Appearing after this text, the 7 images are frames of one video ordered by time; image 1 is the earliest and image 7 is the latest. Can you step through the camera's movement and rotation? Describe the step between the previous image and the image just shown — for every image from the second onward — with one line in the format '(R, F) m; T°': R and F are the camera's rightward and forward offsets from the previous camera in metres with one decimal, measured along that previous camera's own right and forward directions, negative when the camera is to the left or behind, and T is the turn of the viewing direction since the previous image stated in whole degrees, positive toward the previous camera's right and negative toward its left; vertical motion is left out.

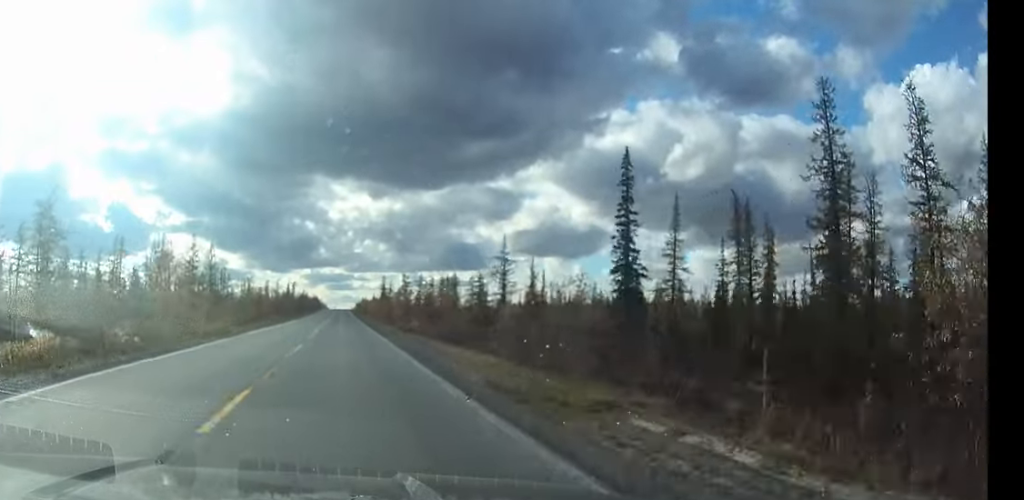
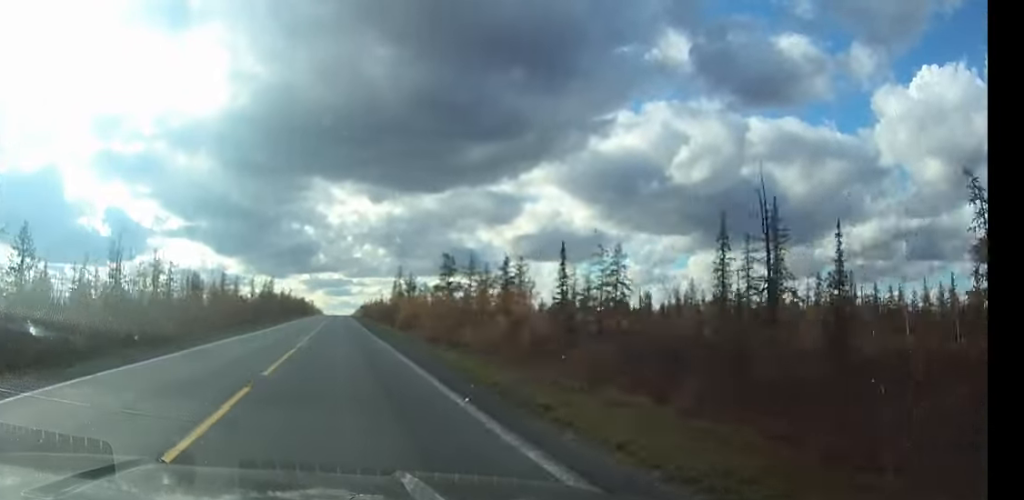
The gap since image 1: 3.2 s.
(+0.1, +77.5) m; 0°
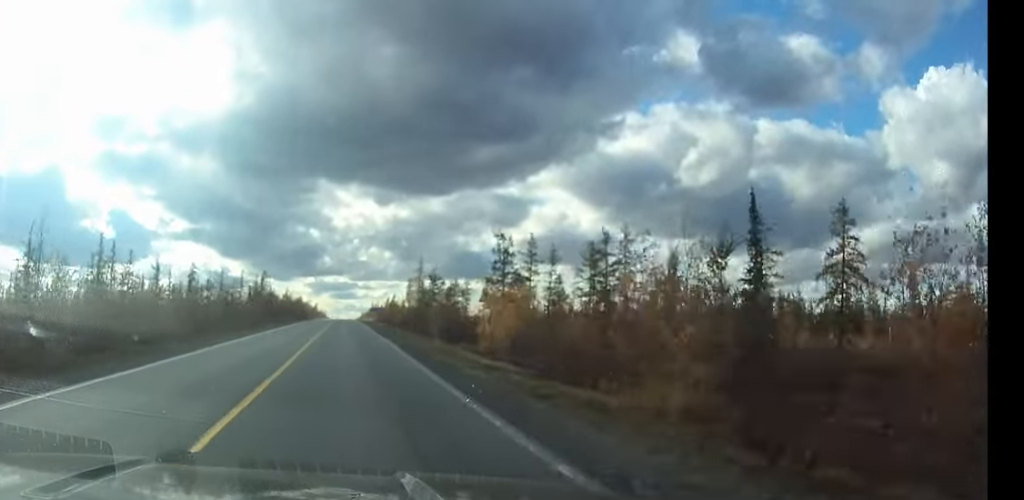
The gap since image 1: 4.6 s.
(-0.1, +34.4) m; 0°
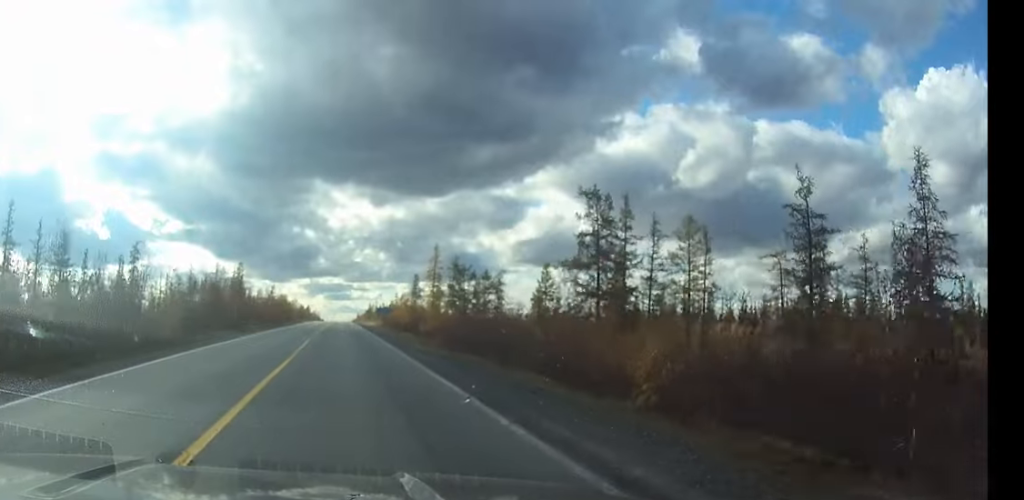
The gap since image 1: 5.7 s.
(0.0, +30.2) m; 0°
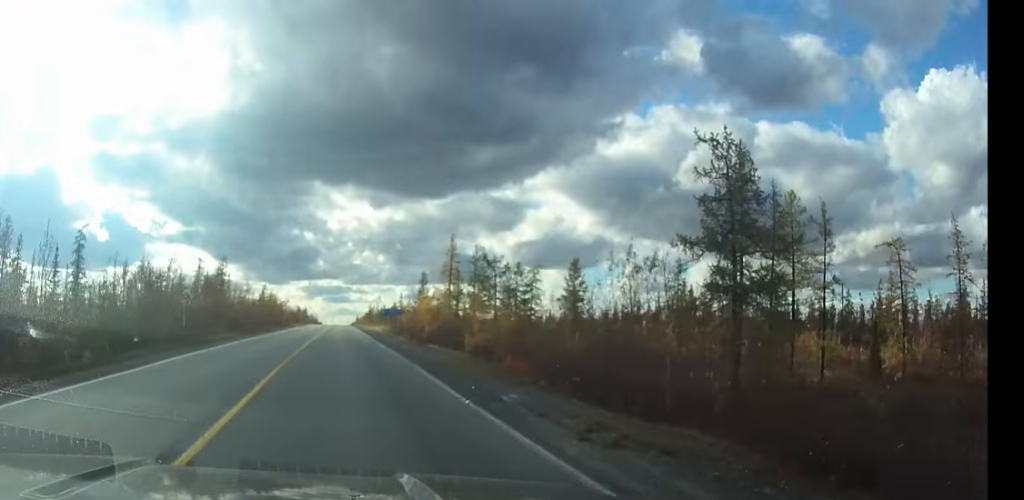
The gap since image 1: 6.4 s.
(0.0, +17.9) m; 0°
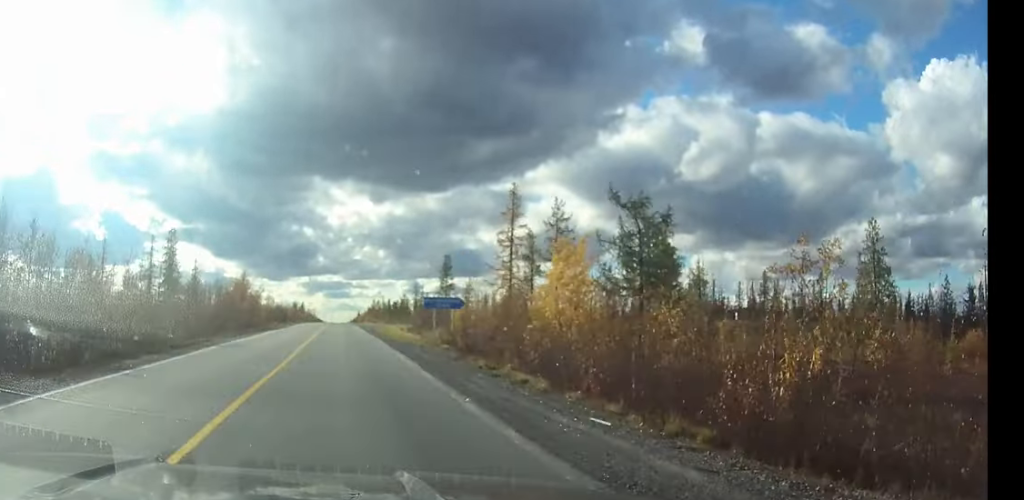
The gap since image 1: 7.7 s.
(0.0, +34.0) m; 0°
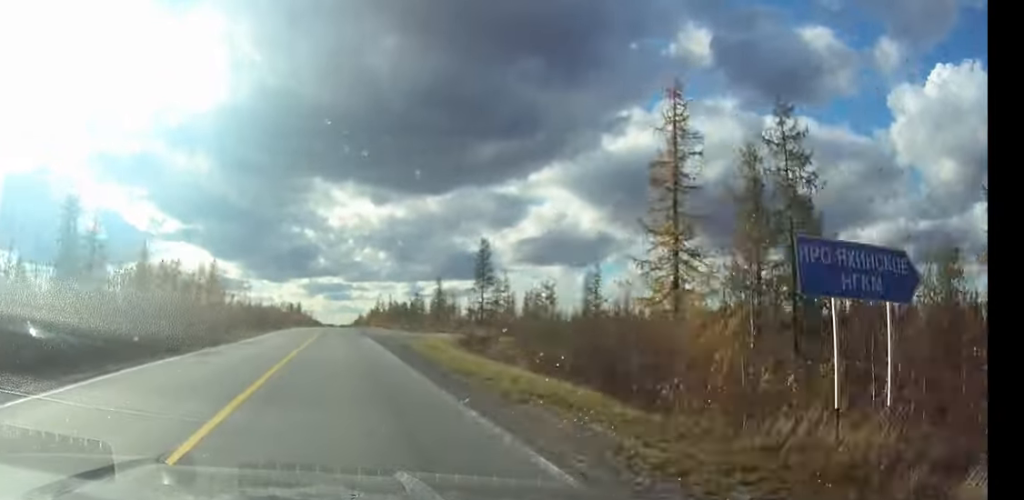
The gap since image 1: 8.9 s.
(0.0, +31.9) m; 0°
